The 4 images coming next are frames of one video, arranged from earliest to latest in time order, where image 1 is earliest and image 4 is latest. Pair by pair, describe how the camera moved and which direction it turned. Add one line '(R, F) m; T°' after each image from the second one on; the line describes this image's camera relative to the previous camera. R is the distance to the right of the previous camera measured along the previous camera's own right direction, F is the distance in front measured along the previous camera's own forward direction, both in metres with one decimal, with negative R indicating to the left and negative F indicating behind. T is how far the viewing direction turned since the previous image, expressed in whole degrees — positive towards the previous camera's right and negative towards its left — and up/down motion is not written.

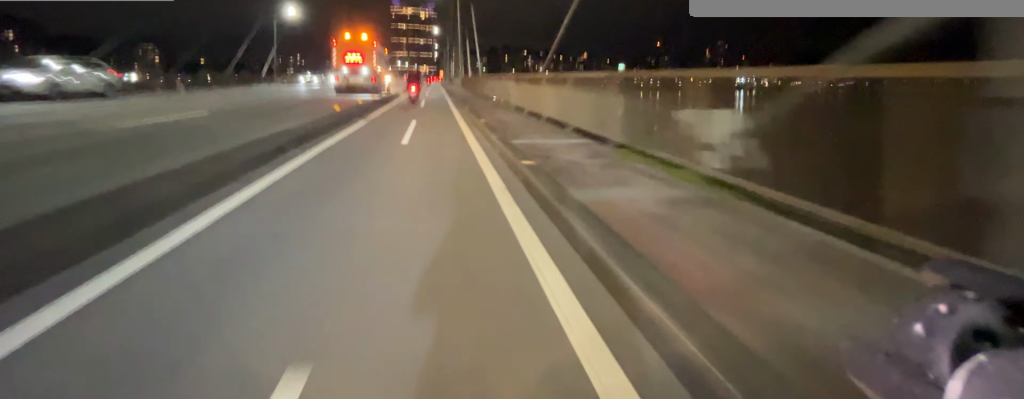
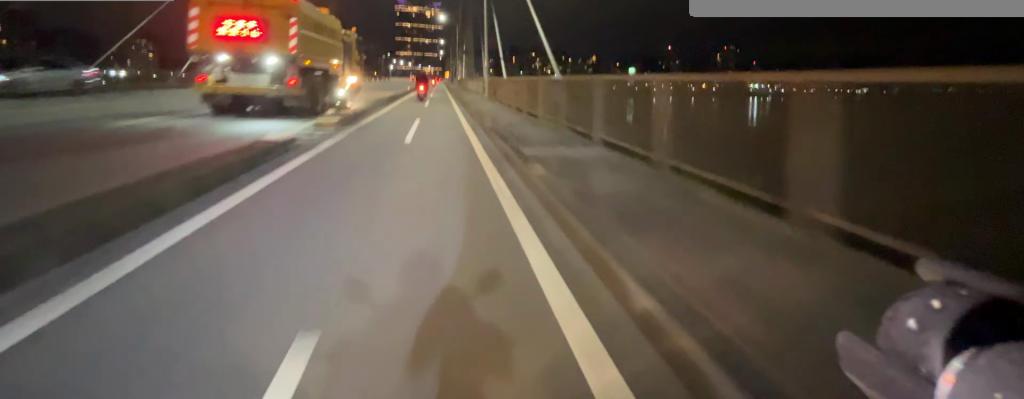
(-0.1, +19.5) m; 0°
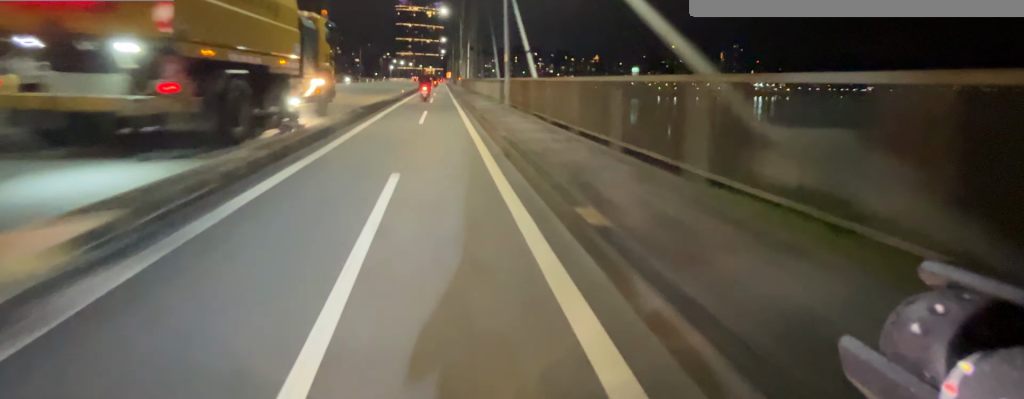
(0.0, +6.6) m; 0°
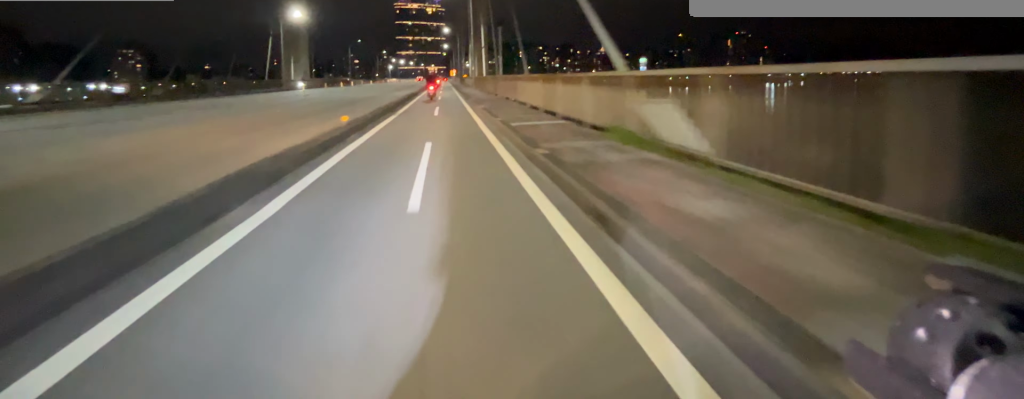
(+0.1, +16.9) m; 0°
